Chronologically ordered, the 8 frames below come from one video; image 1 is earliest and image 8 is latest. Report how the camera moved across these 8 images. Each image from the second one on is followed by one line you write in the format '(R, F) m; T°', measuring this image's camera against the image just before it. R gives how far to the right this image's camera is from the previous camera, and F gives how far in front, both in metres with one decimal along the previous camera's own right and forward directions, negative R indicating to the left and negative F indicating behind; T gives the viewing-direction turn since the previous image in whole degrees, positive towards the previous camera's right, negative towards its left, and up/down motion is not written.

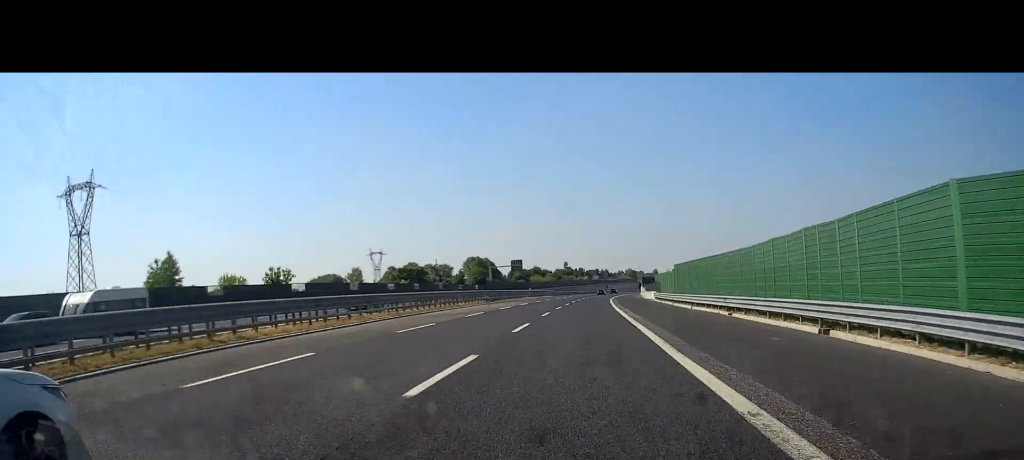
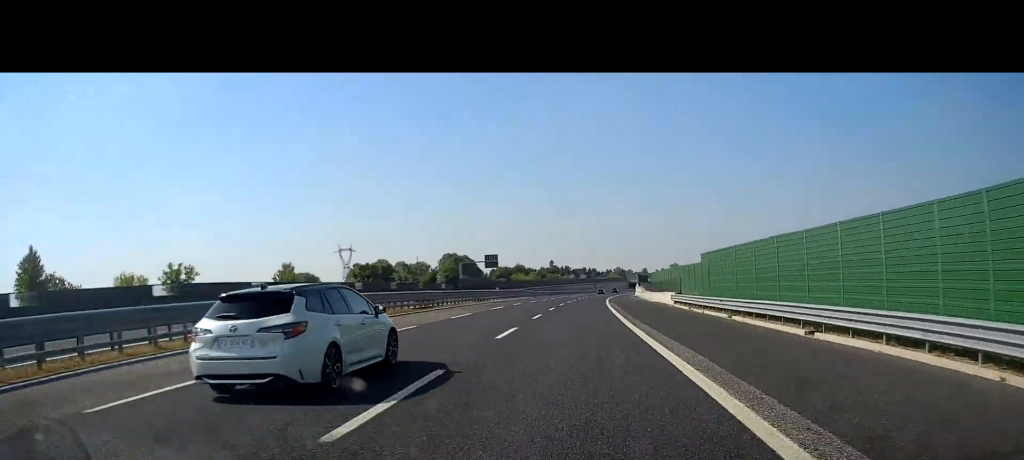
(+0.2, +25.1) m; +1°
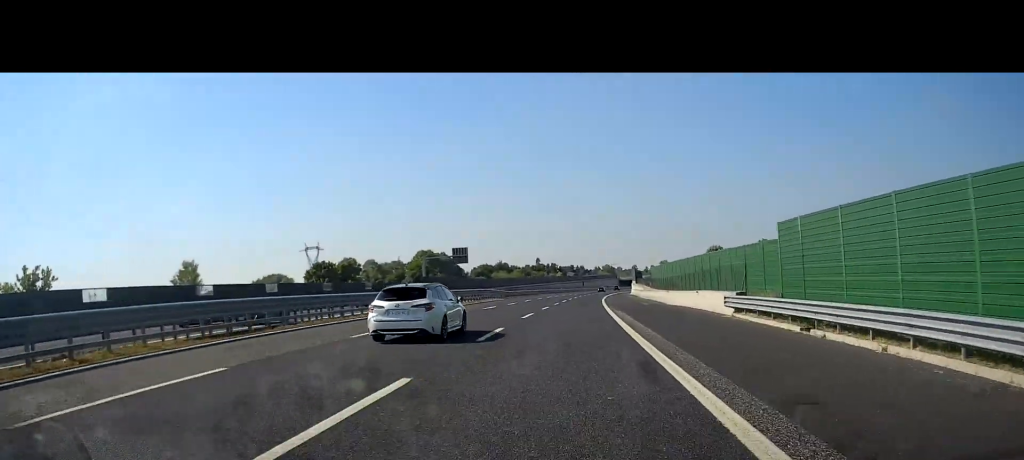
(+0.2, +24.1) m; +1°
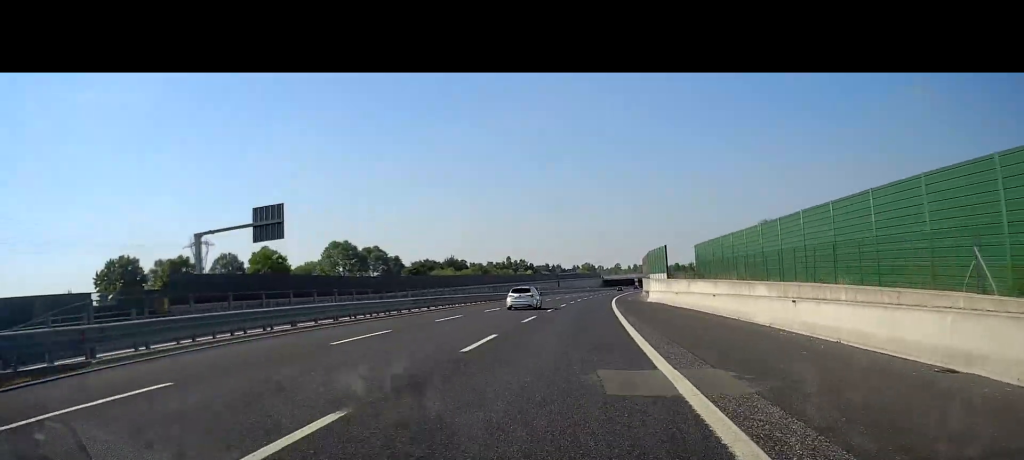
(+1.1, +70.8) m; +2°
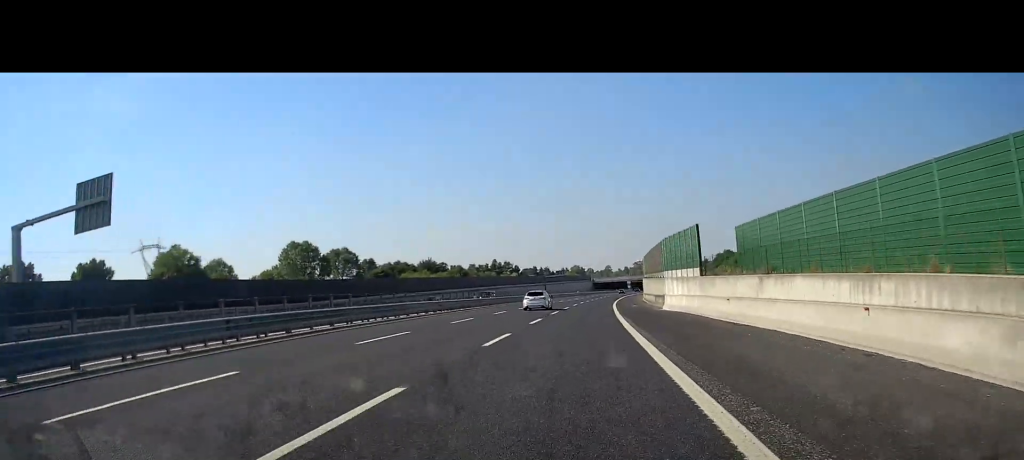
(+0.3, +20.1) m; +1°
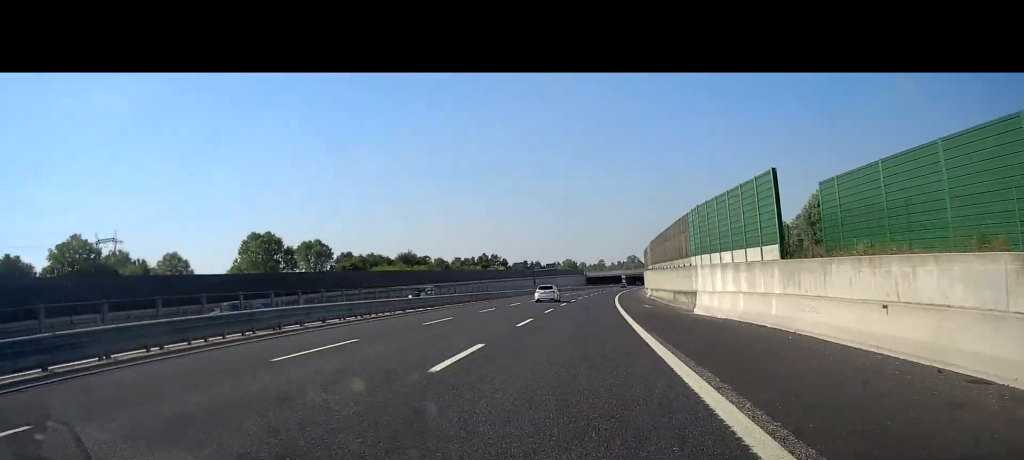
(+0.1, +16.6) m; +1°
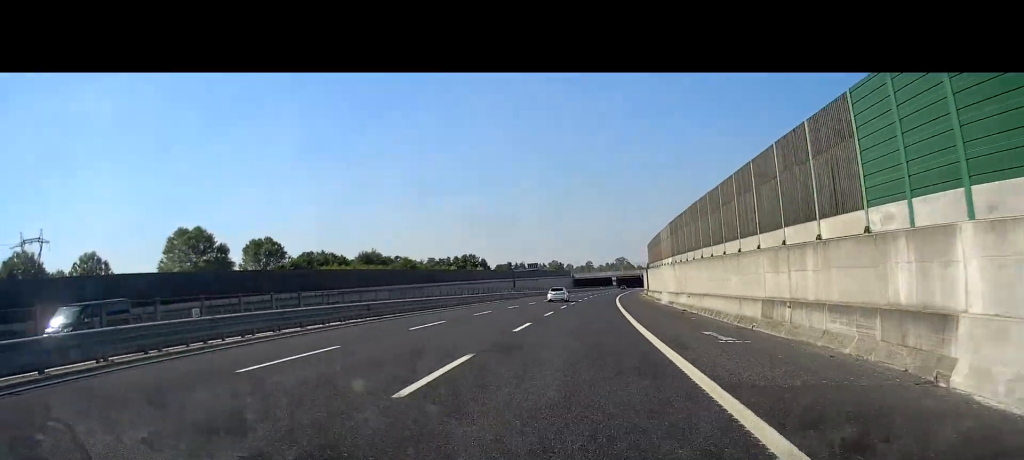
(+0.2, +24.5) m; +1°
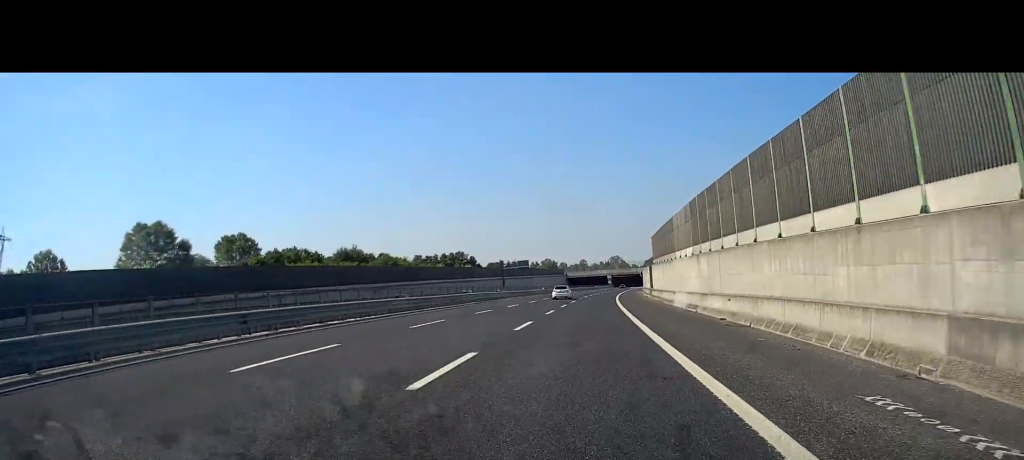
(0.0, +11.4) m; 0°
